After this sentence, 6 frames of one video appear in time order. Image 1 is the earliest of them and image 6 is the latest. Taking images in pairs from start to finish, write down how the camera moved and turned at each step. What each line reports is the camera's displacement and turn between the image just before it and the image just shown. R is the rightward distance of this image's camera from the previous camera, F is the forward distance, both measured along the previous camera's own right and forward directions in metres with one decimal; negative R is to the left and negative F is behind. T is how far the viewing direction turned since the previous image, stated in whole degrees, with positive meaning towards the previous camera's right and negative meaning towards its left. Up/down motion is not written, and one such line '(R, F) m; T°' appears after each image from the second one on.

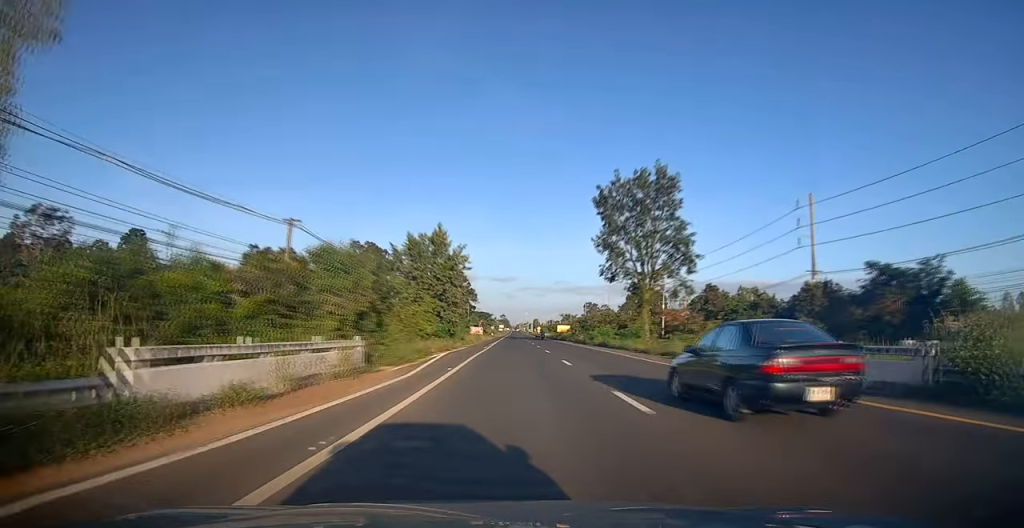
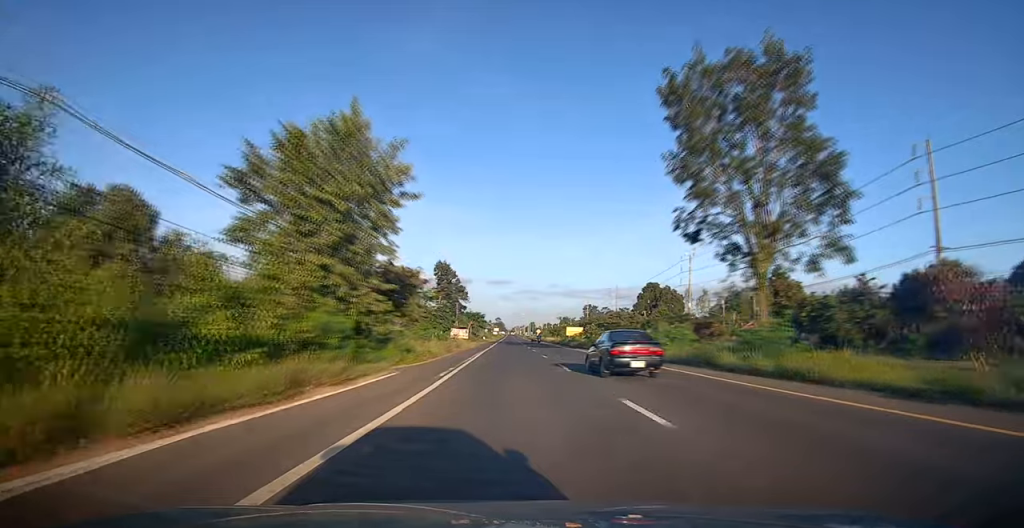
(-0.4, +25.1) m; -1°
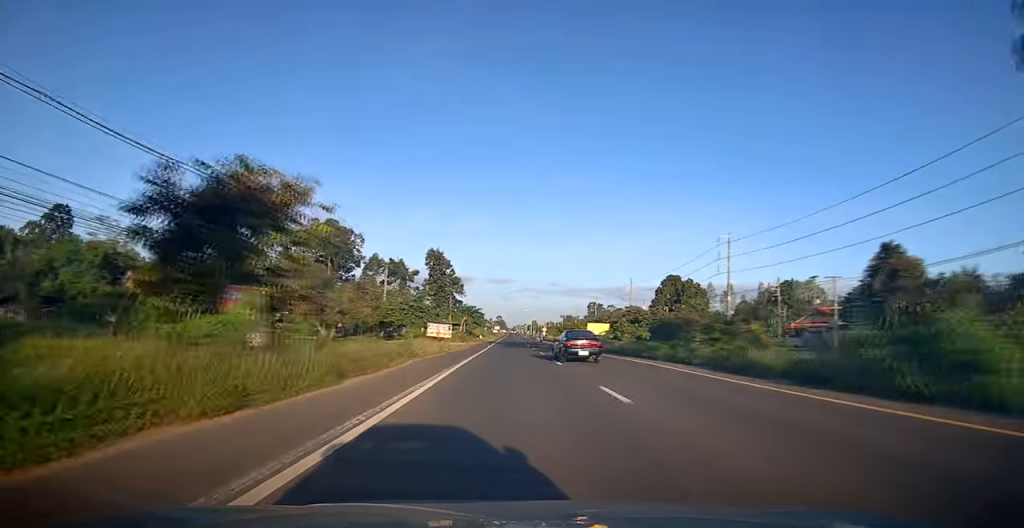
(0.0, +21.3) m; +1°
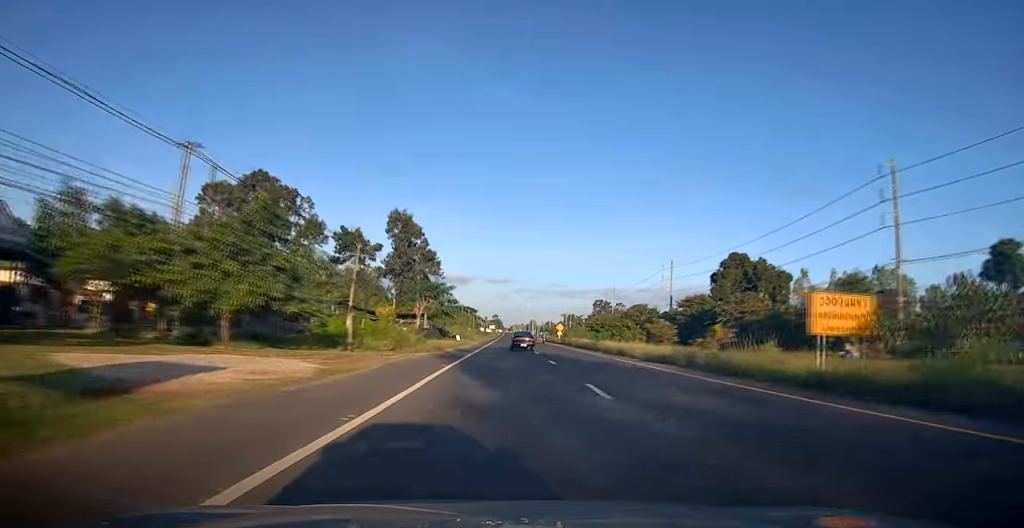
(+0.6, +47.1) m; 0°
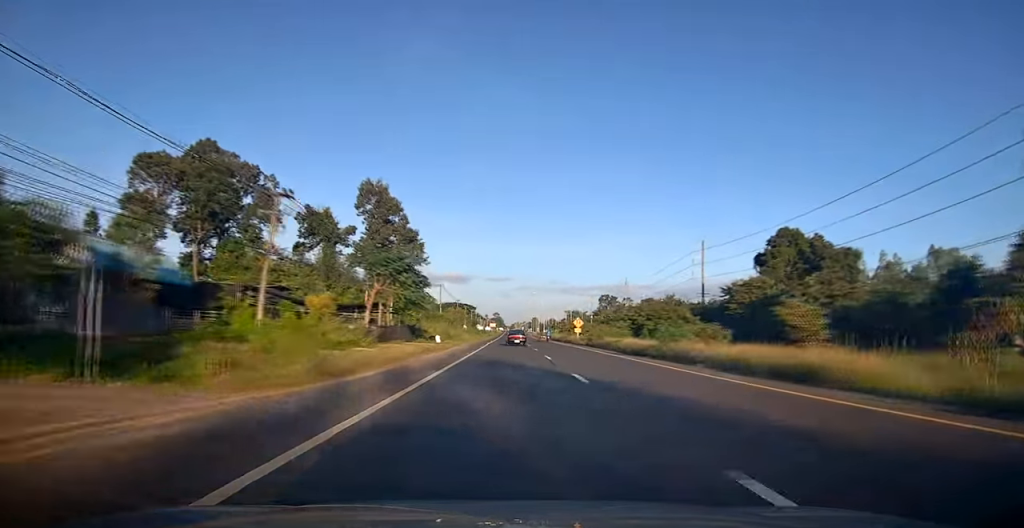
(-0.1, +21.6) m; 0°
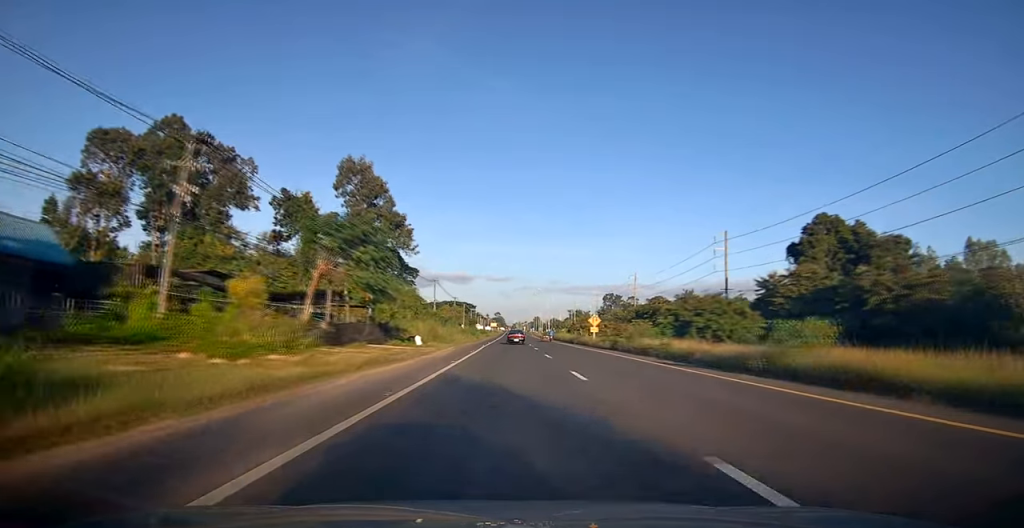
(0.0, +11.6) m; 0°
